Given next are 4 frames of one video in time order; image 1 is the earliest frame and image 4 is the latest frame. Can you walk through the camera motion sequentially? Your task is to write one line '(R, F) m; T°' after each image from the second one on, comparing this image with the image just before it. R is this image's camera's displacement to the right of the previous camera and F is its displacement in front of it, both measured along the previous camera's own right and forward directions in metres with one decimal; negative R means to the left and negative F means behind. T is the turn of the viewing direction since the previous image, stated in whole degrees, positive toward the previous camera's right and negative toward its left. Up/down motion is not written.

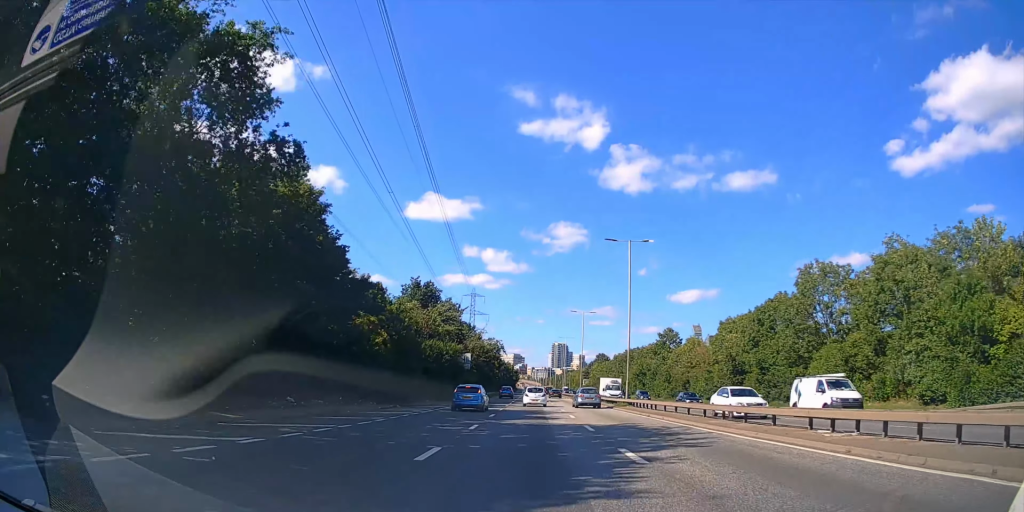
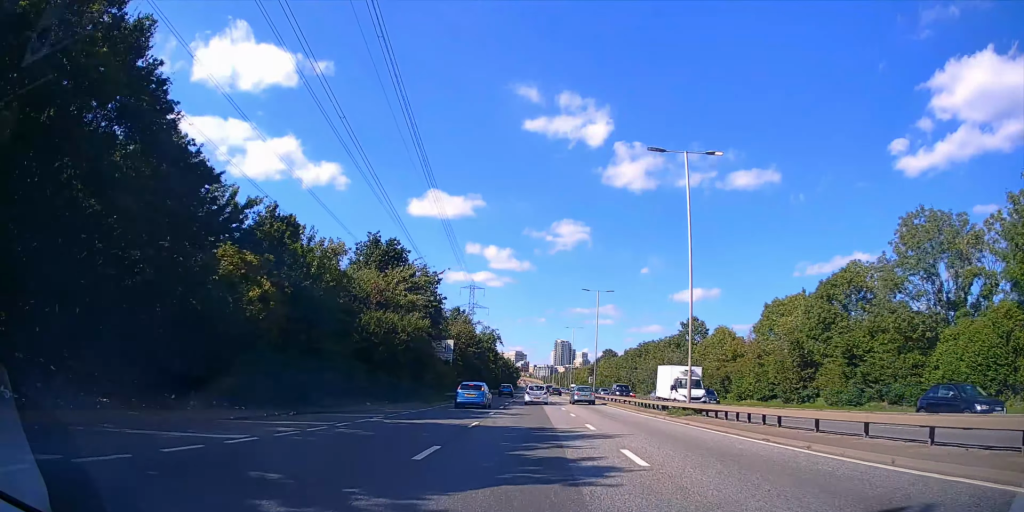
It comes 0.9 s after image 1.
(+0.1, +17.2) m; 0°
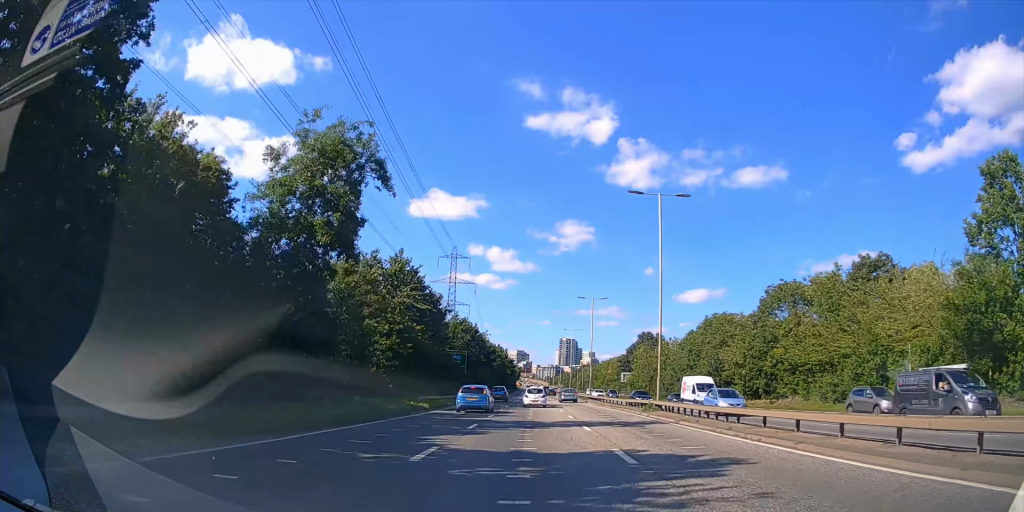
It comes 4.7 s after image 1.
(-0.4, +75.8) m; 0°
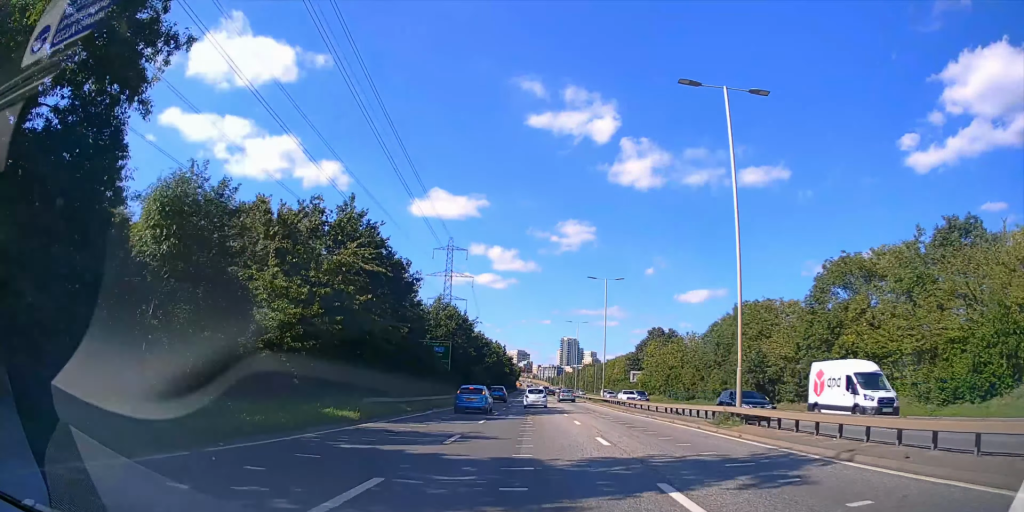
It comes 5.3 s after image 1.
(0.0, +12.6) m; 0°
